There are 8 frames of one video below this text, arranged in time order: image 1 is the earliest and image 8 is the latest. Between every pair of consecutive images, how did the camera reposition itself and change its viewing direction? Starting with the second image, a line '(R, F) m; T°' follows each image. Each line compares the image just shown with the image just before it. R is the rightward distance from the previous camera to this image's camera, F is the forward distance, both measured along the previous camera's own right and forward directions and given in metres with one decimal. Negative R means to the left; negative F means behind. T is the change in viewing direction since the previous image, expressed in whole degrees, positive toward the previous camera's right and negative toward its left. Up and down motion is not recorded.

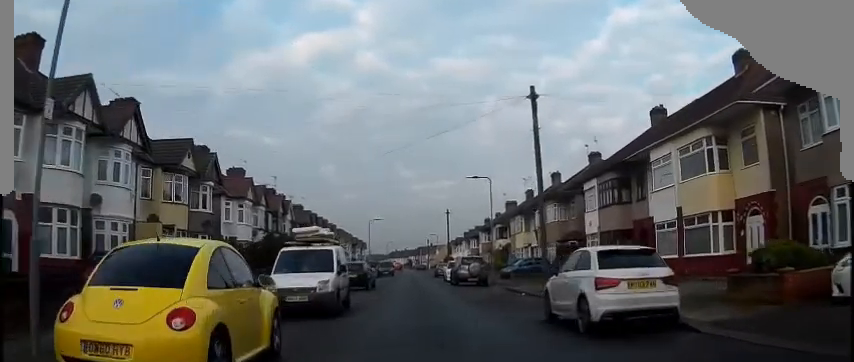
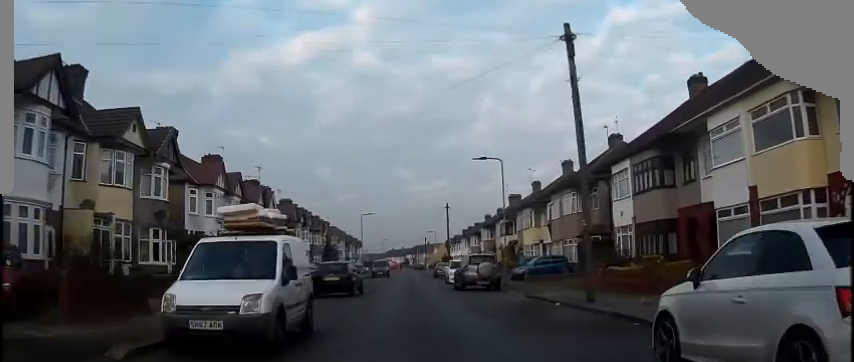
(0.0, +6.2) m; 0°
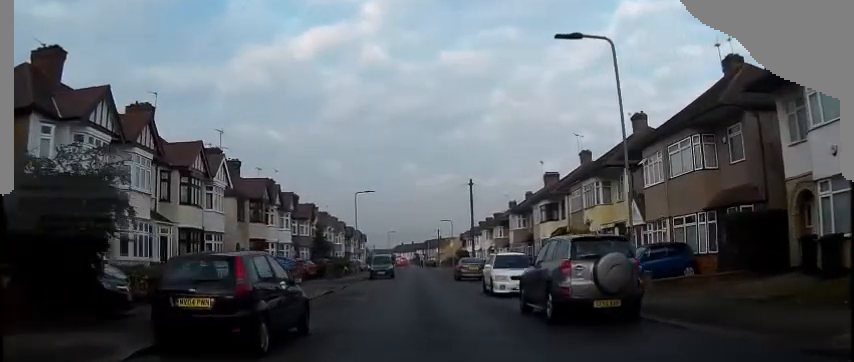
(+0.2, +16.7) m; +1°
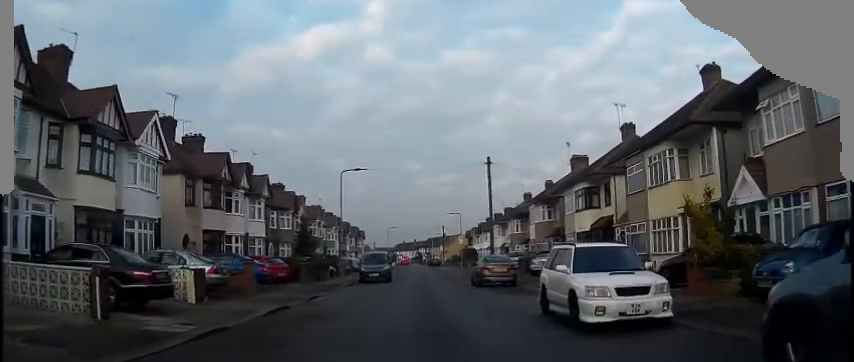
(-0.1, +10.8) m; -1°
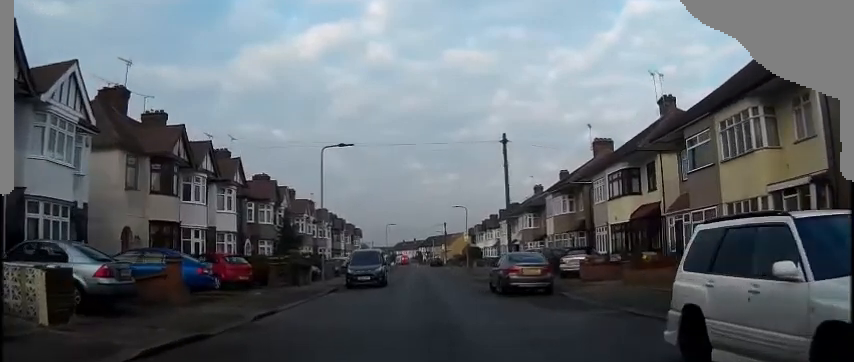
(-0.1, +7.2) m; 0°
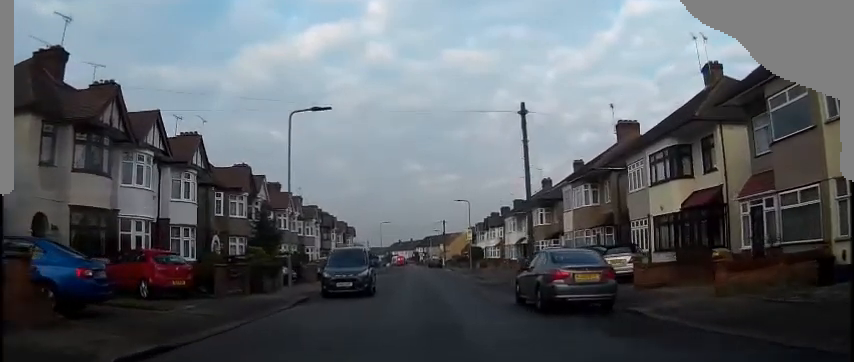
(0.0, +6.6) m; +1°
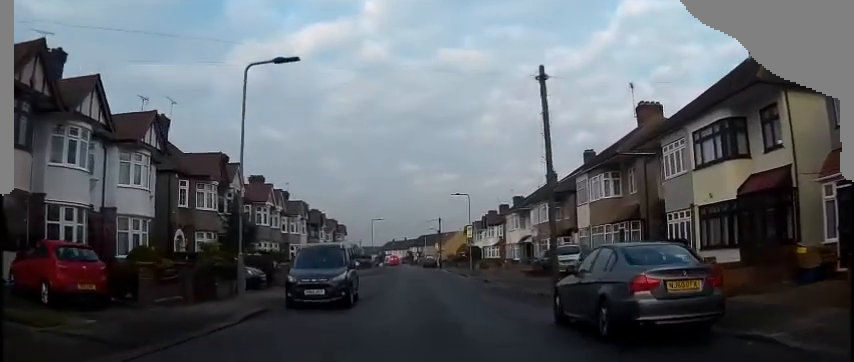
(+0.1, +5.1) m; +1°
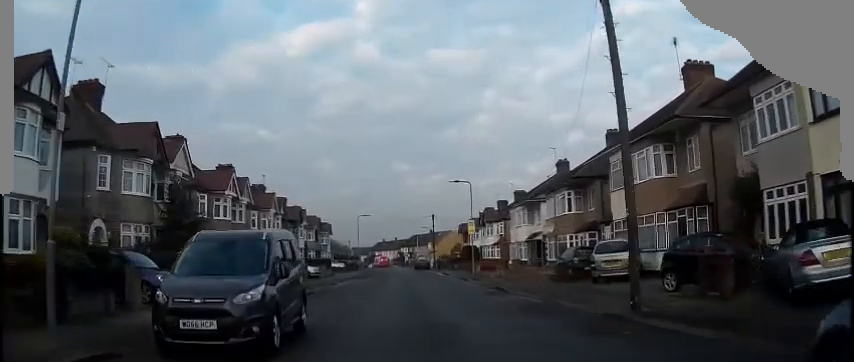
(0.0, +8.2) m; 0°
